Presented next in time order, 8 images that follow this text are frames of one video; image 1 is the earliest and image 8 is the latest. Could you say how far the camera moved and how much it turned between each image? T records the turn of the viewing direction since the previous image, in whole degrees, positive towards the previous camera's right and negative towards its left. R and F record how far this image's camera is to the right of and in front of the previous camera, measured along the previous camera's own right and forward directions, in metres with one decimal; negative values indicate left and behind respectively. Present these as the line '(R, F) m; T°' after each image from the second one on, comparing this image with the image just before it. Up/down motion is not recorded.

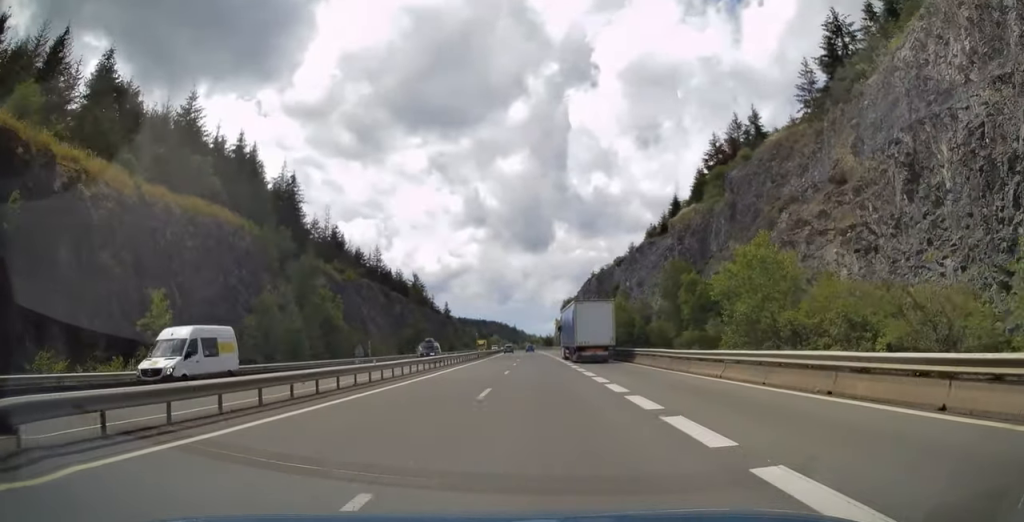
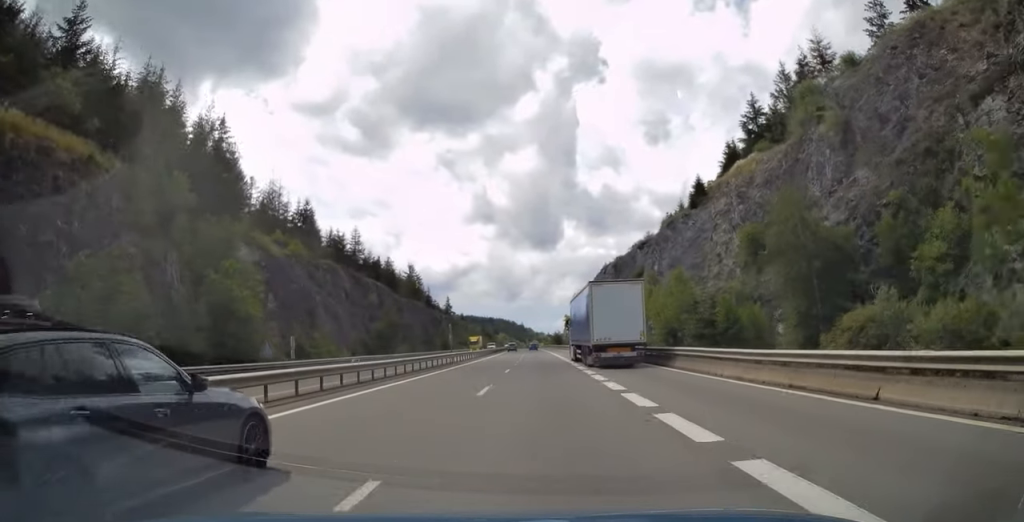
(0.0, +28.7) m; 0°
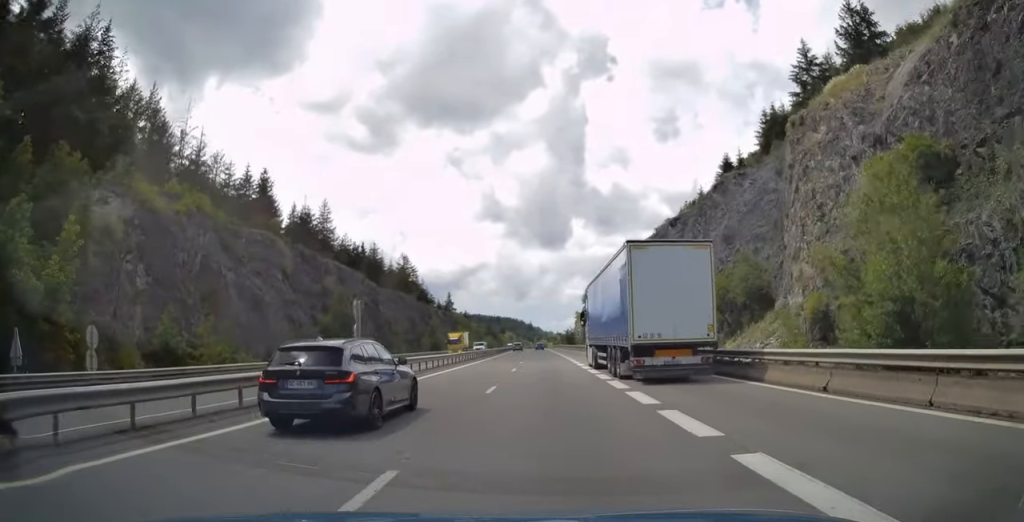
(-0.1, +27.5) m; -1°
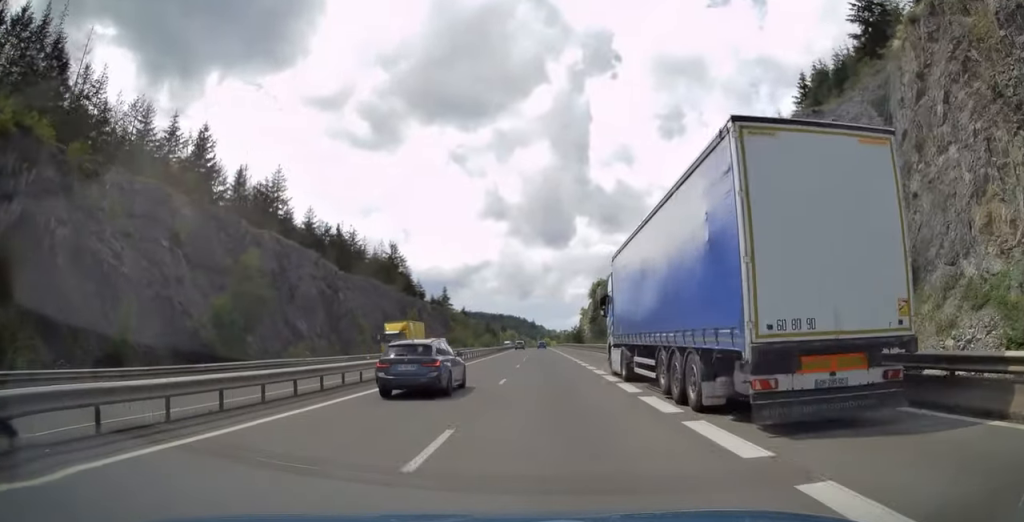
(-0.3, +24.0) m; -1°
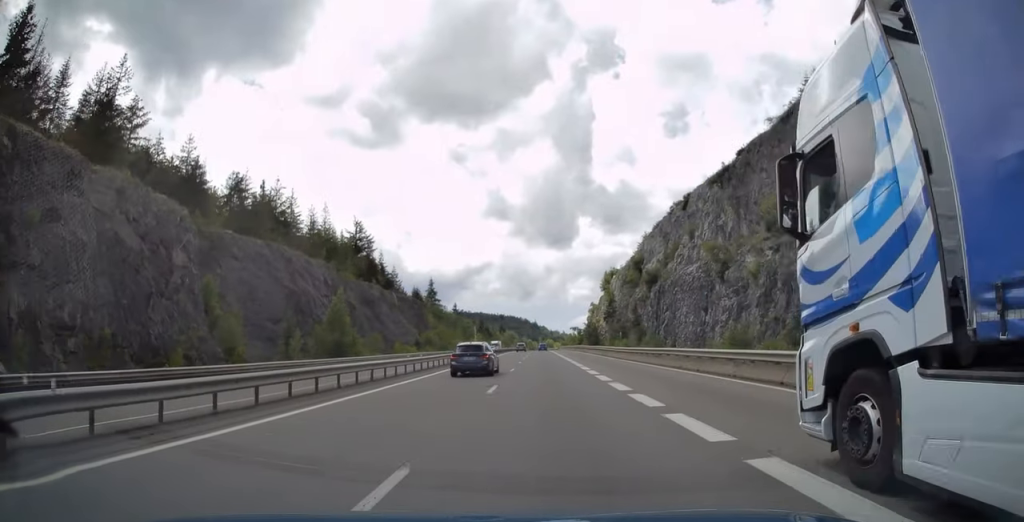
(-0.2, +42.7) m; 0°
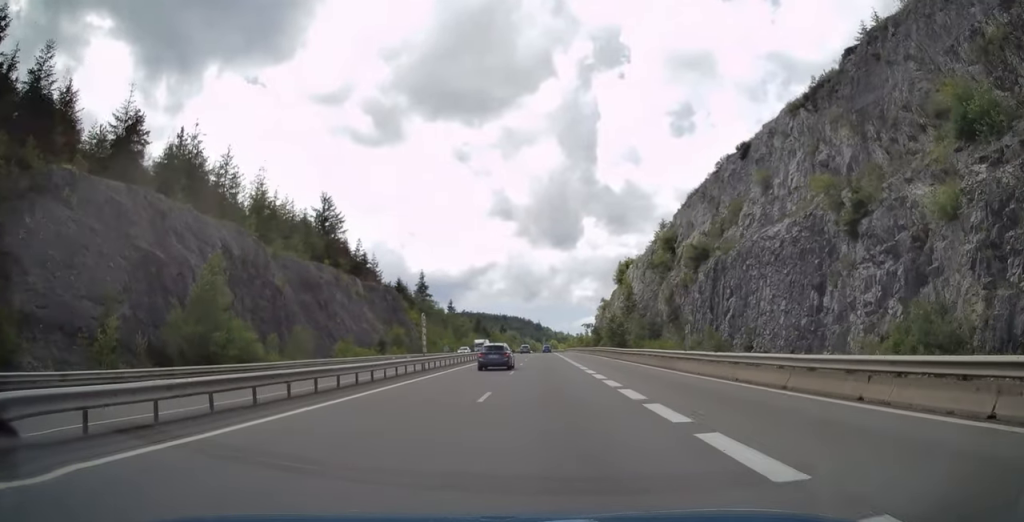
(+0.2, +27.9) m; 0°
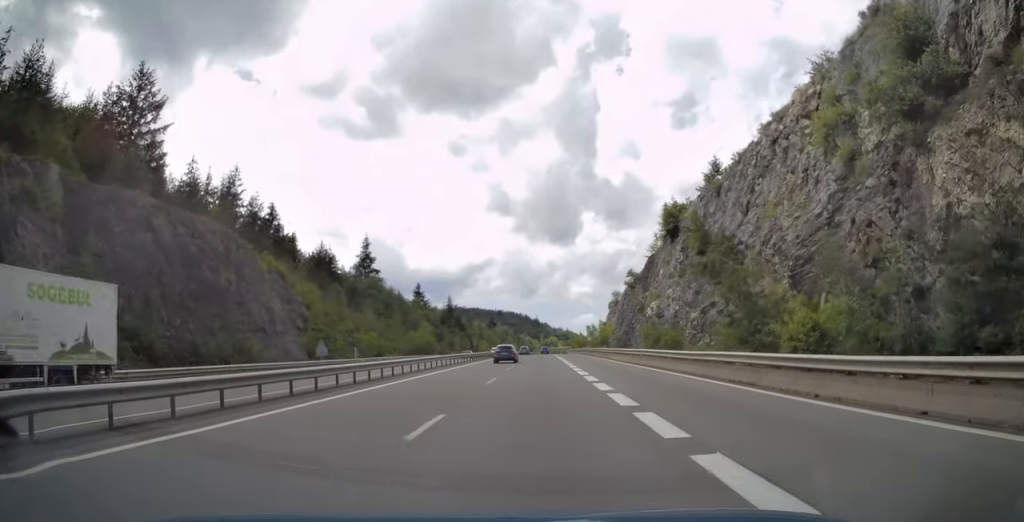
(-0.5, +68.5) m; -1°
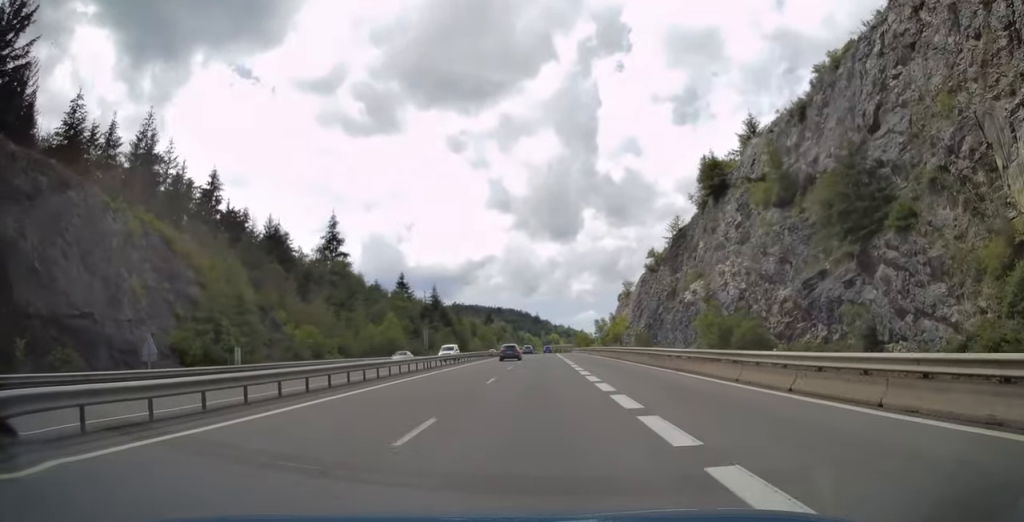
(0.0, +24.6) m; 0°
